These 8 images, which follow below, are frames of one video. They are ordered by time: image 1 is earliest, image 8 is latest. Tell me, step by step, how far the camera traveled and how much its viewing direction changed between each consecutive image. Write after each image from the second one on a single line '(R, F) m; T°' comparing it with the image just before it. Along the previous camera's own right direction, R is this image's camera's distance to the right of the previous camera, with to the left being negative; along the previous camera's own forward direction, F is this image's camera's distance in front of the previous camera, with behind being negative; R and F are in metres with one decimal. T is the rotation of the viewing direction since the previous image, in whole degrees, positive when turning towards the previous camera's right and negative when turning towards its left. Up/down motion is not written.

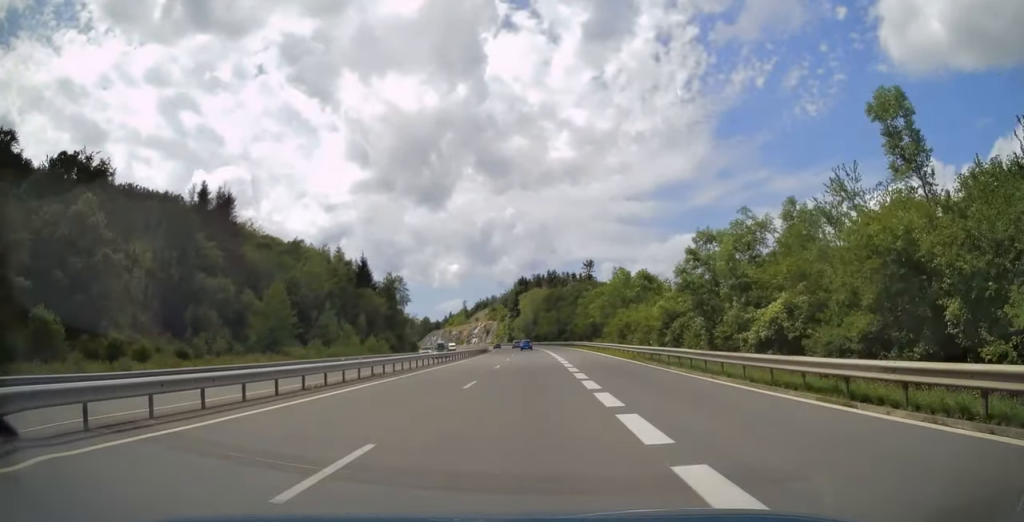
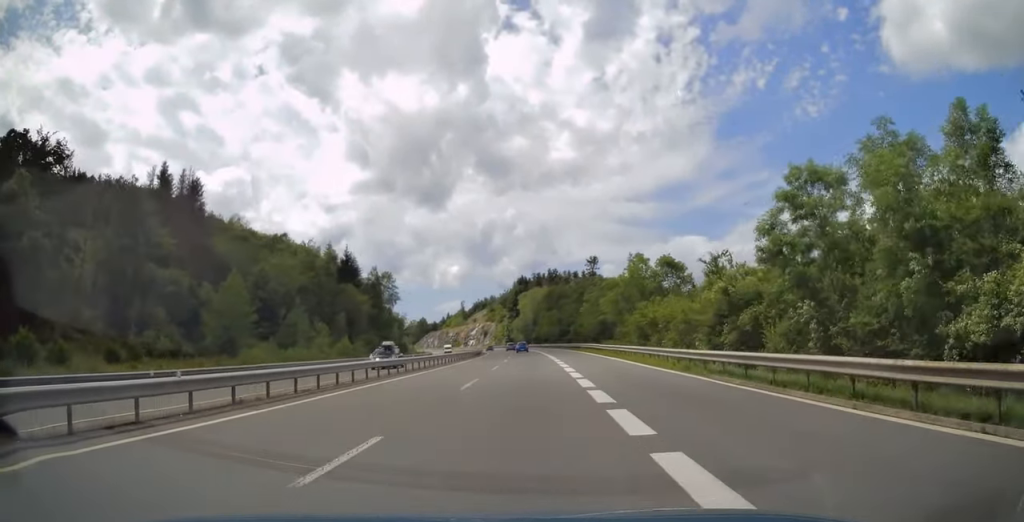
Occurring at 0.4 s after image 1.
(+0.2, +12.3) m; 0°
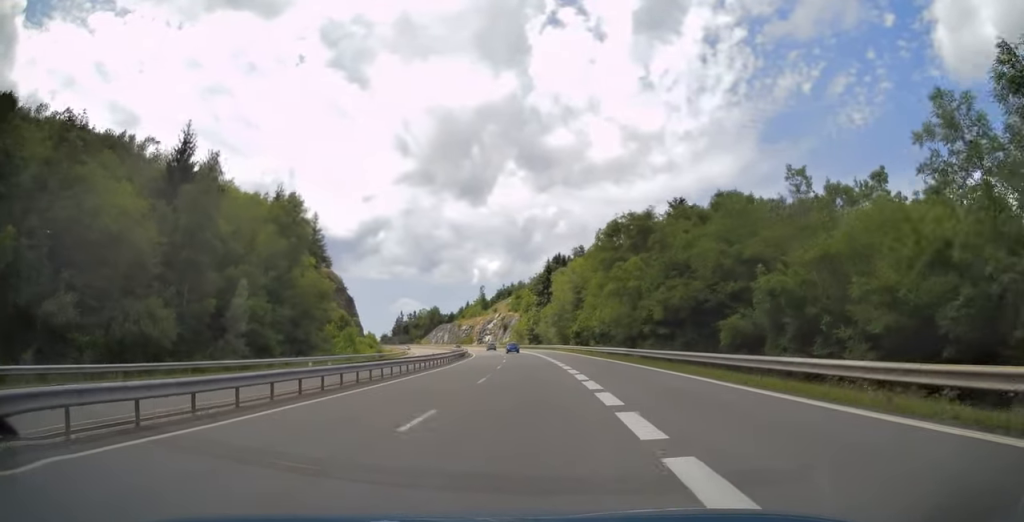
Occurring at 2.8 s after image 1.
(-0.2, +74.2) m; -2°
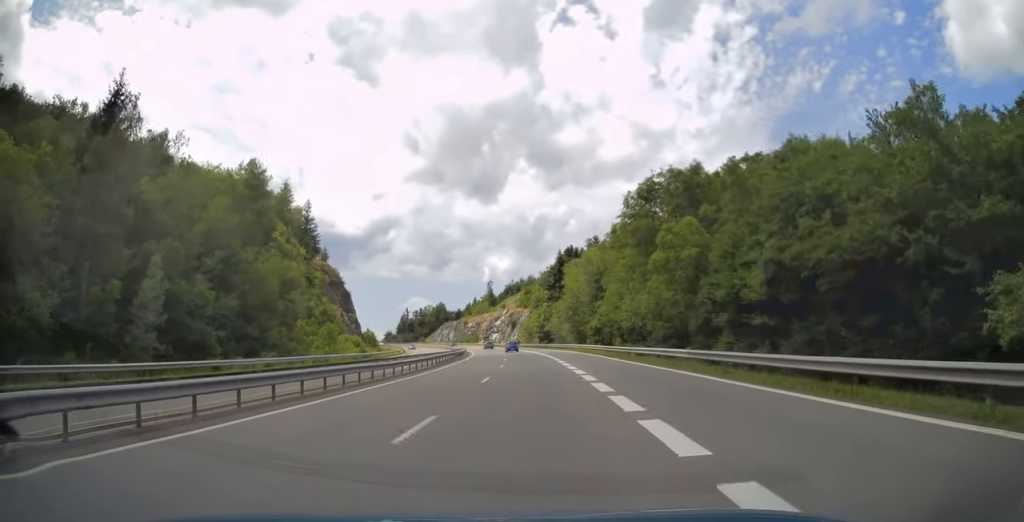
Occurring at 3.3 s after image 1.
(-0.2, +14.5) m; -1°
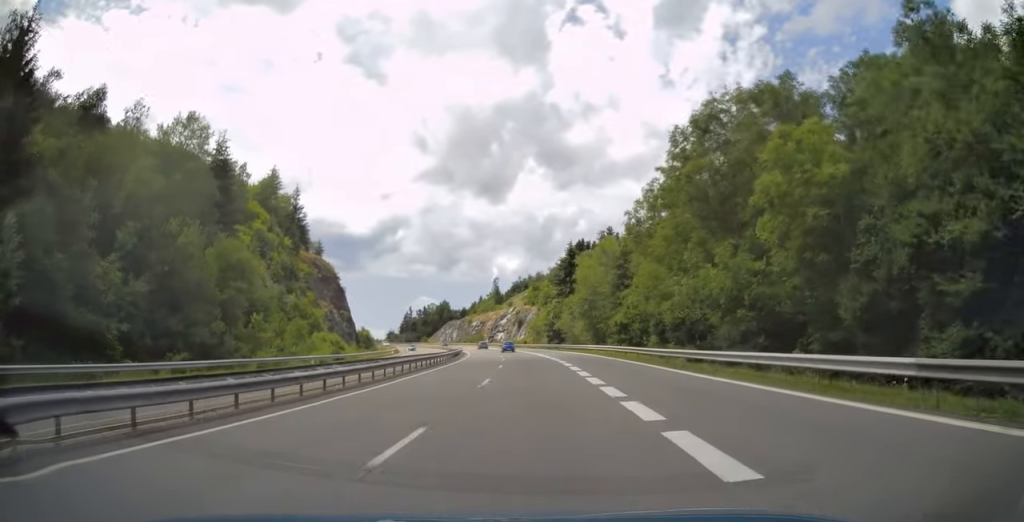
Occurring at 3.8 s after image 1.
(0.0, +14.5) m; -1°
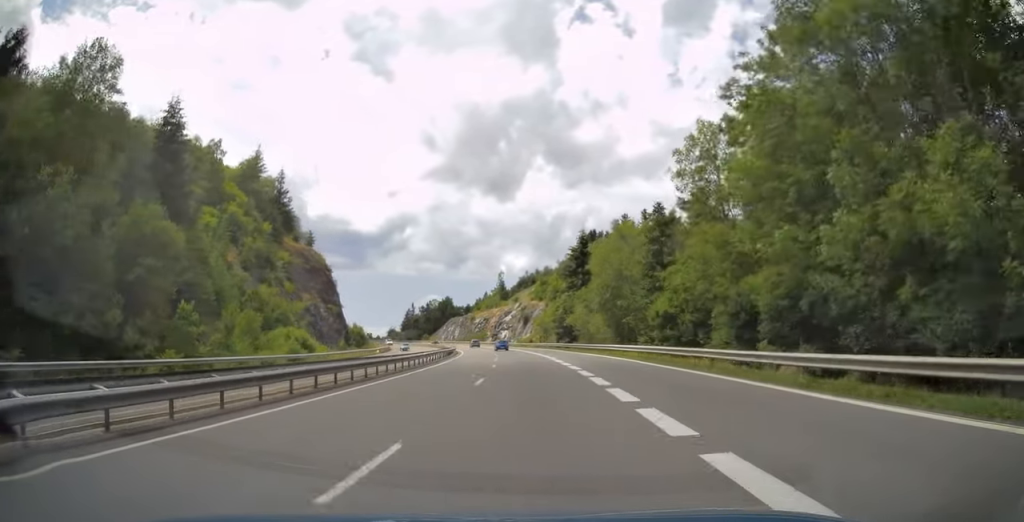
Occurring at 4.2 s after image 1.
(-0.2, +15.3) m; -1°
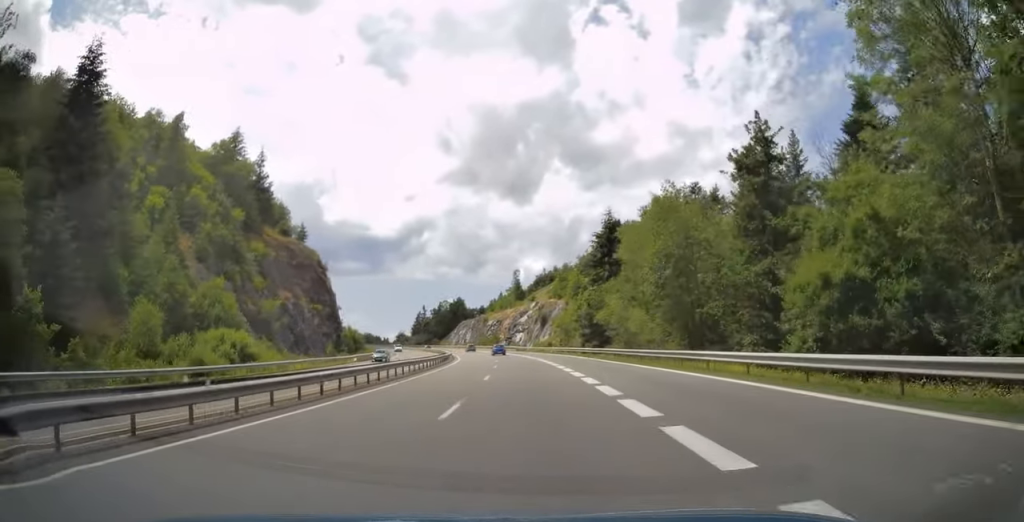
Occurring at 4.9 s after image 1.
(-0.4, +20.3) m; -1°
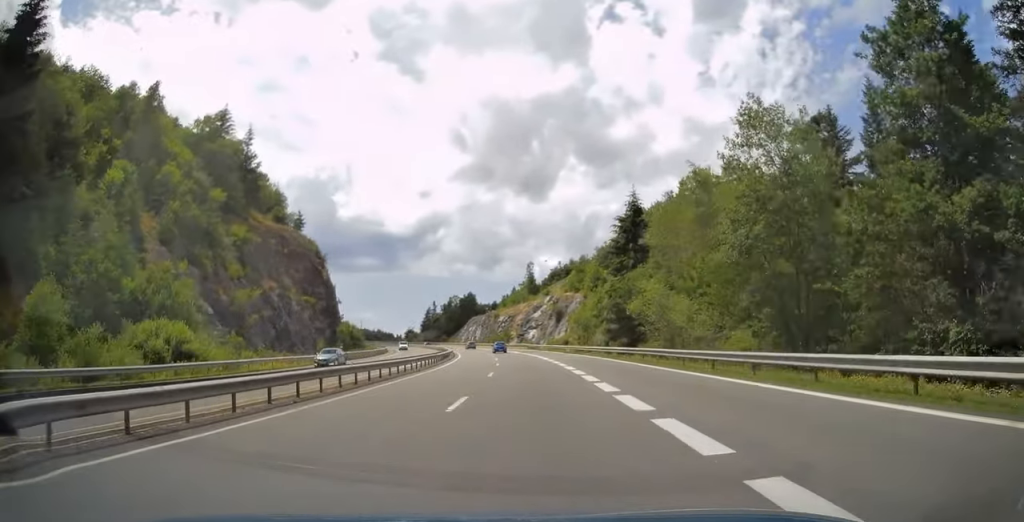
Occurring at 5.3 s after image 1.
(-0.1, +13.3) m; -1°
